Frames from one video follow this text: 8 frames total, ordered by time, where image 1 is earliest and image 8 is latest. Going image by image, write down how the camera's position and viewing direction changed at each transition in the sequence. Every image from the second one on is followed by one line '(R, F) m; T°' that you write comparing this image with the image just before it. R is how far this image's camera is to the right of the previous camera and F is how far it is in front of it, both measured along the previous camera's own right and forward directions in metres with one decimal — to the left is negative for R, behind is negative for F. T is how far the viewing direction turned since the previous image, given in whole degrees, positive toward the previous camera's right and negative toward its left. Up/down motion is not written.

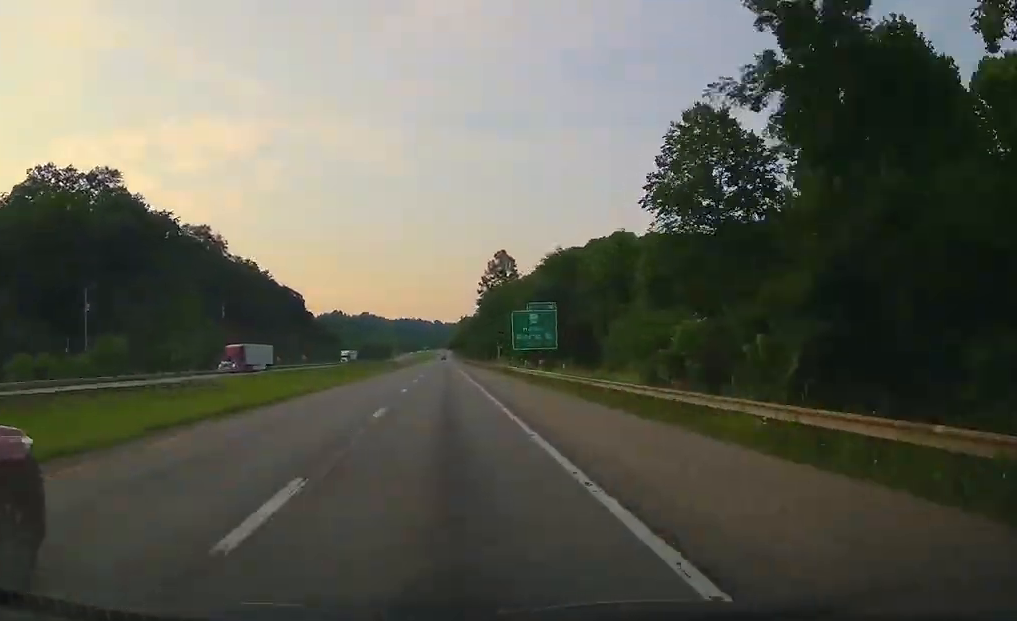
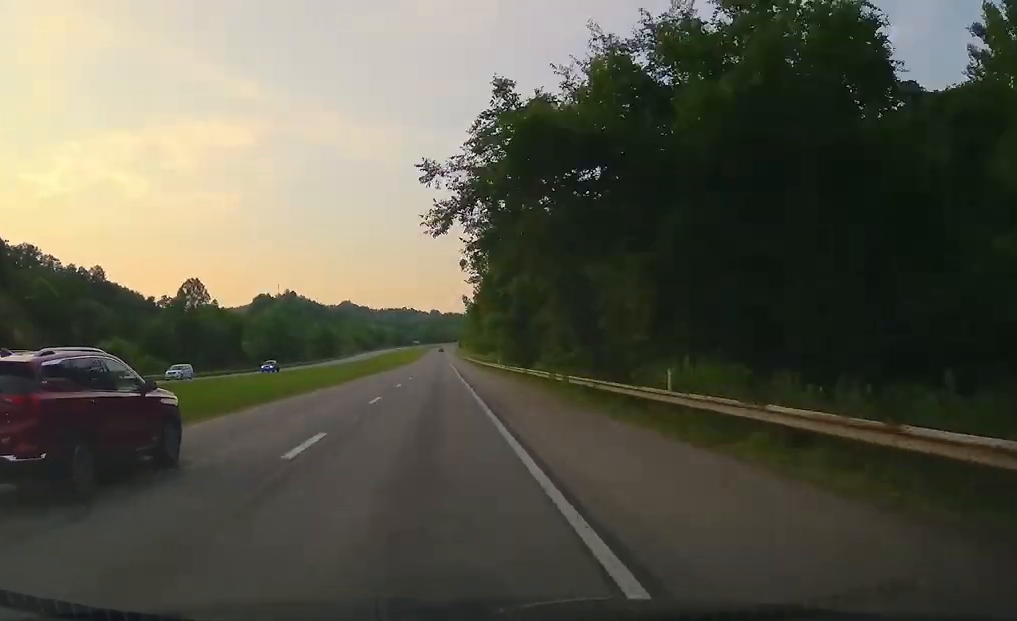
(0.0, +262.6) m; 0°
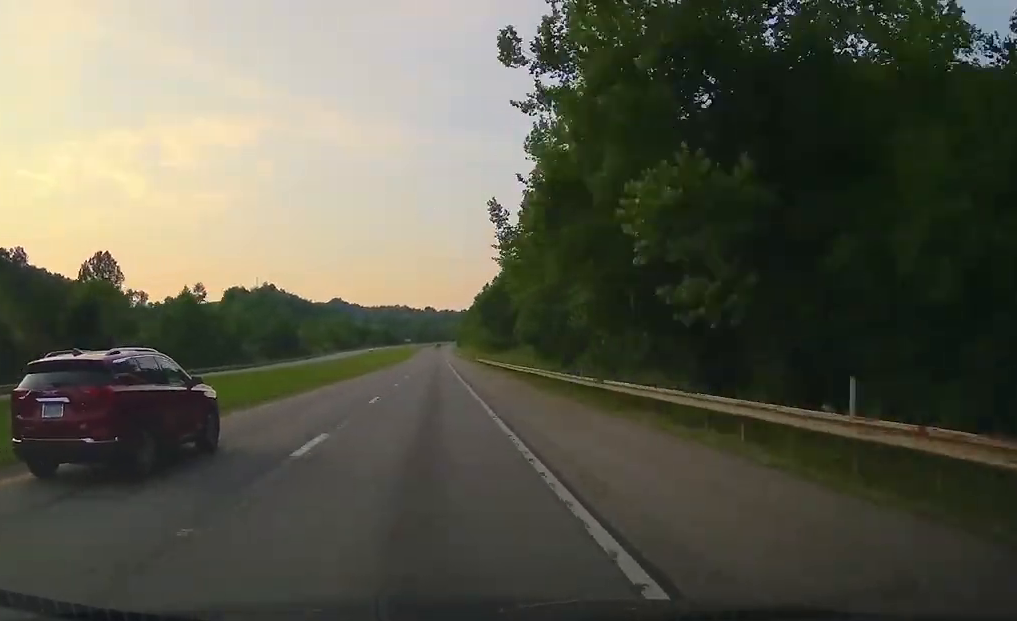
(0.0, +60.8) m; 0°
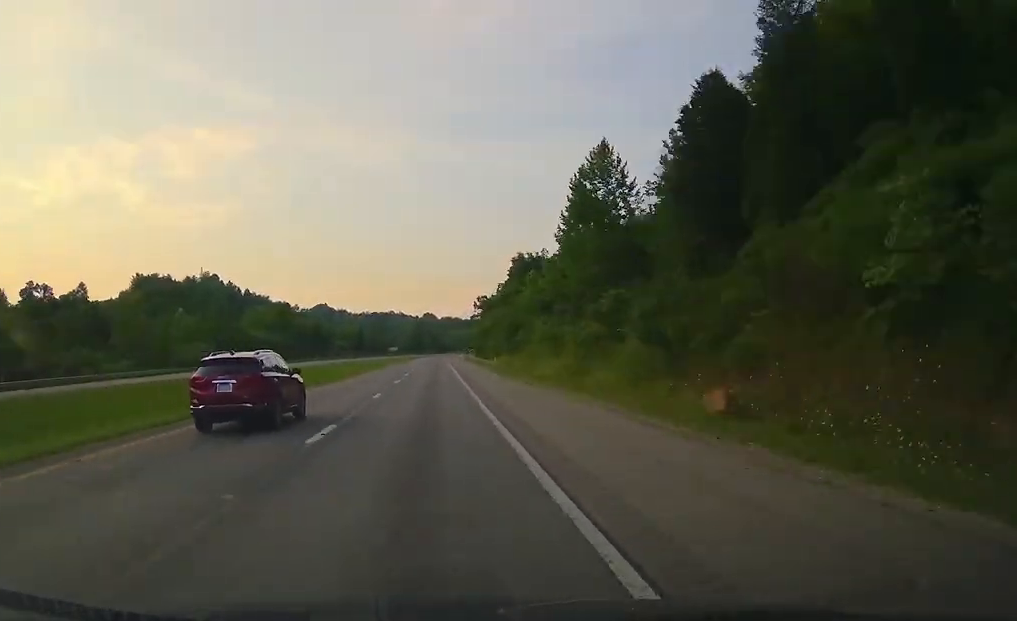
(+0.2, +144.0) m; +1°
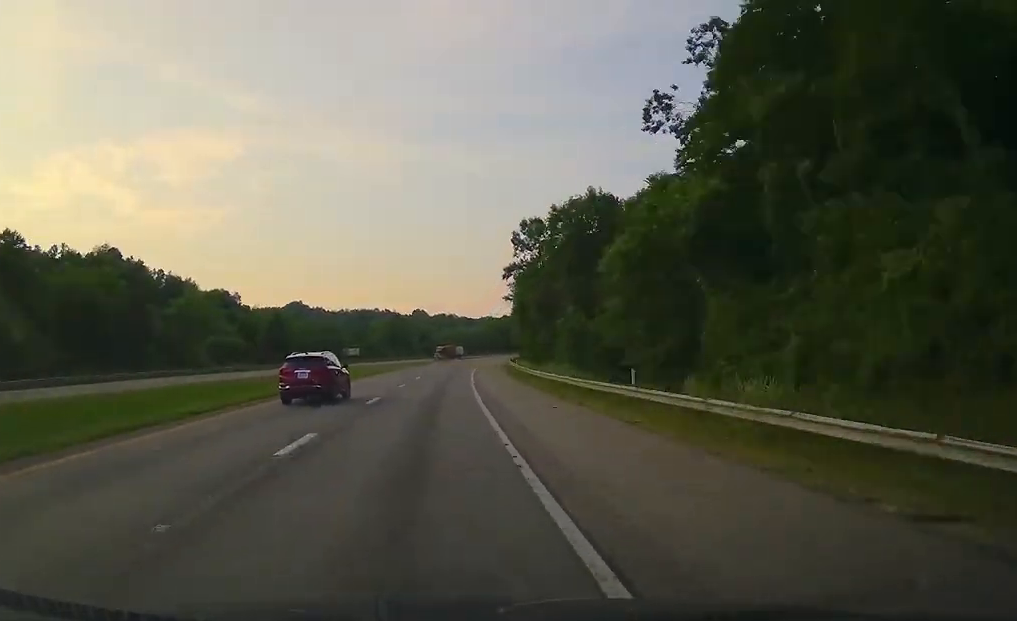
(+1.8, +124.1) m; +4°
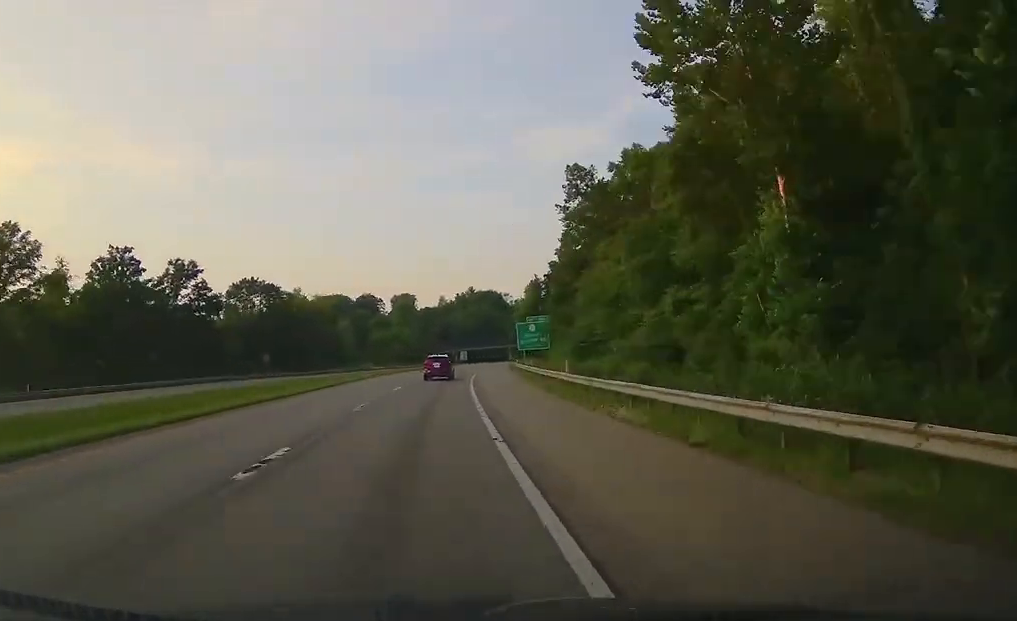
(+43.0, +281.8) m; +19°
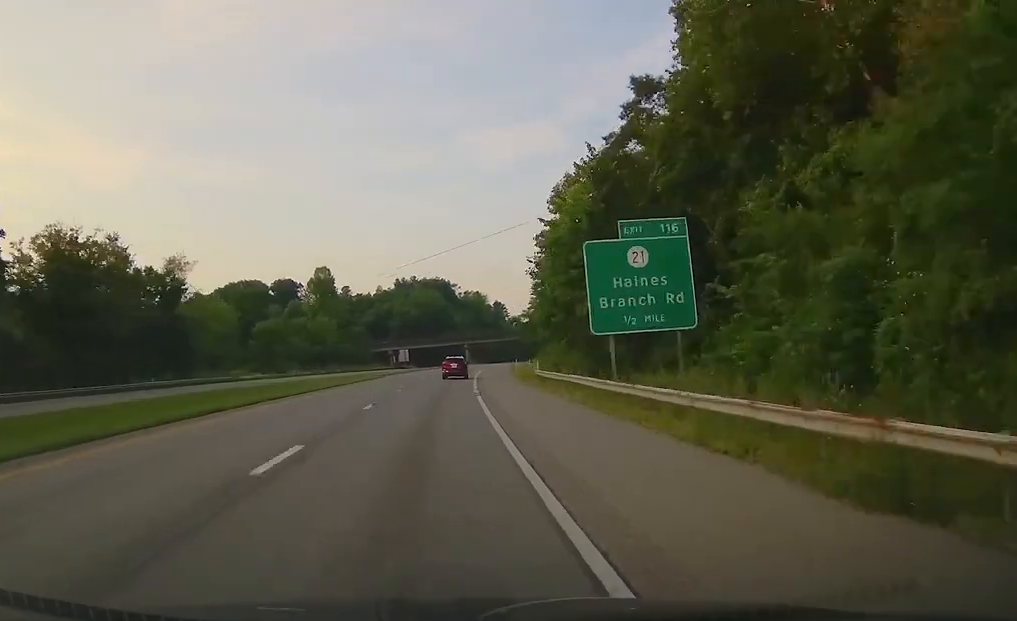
(+2.0, +73.4) m; +5°
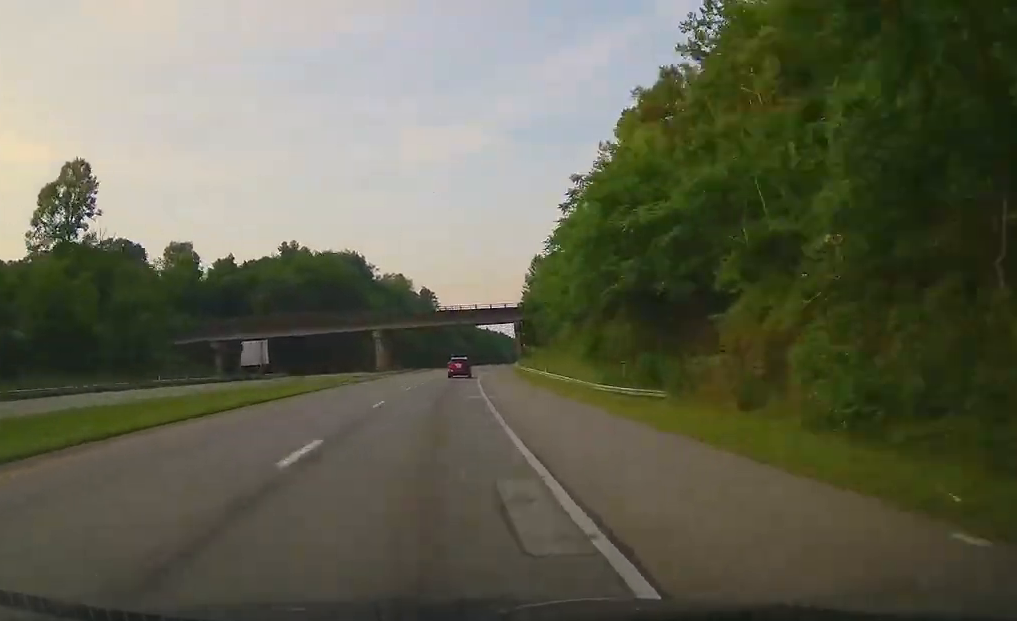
(+5.2, +97.8) m; +6°
